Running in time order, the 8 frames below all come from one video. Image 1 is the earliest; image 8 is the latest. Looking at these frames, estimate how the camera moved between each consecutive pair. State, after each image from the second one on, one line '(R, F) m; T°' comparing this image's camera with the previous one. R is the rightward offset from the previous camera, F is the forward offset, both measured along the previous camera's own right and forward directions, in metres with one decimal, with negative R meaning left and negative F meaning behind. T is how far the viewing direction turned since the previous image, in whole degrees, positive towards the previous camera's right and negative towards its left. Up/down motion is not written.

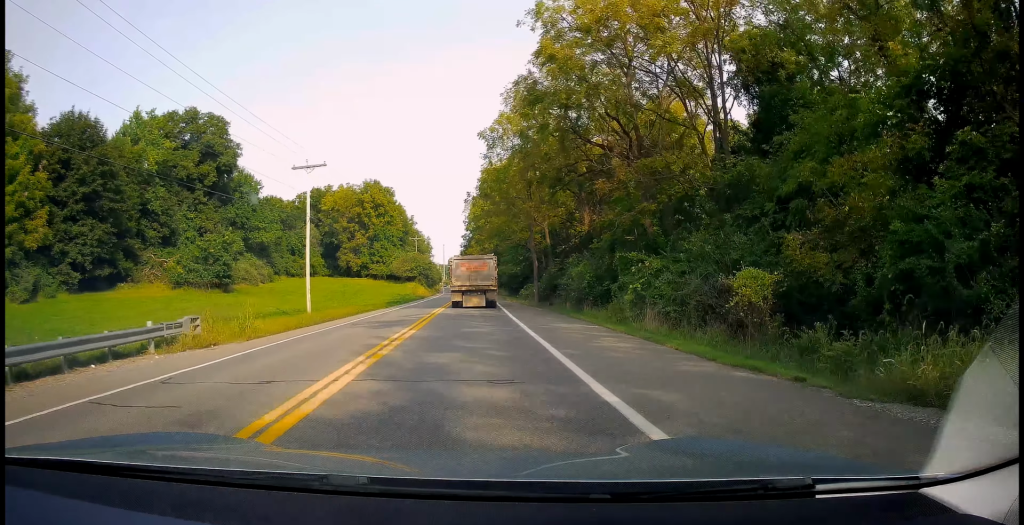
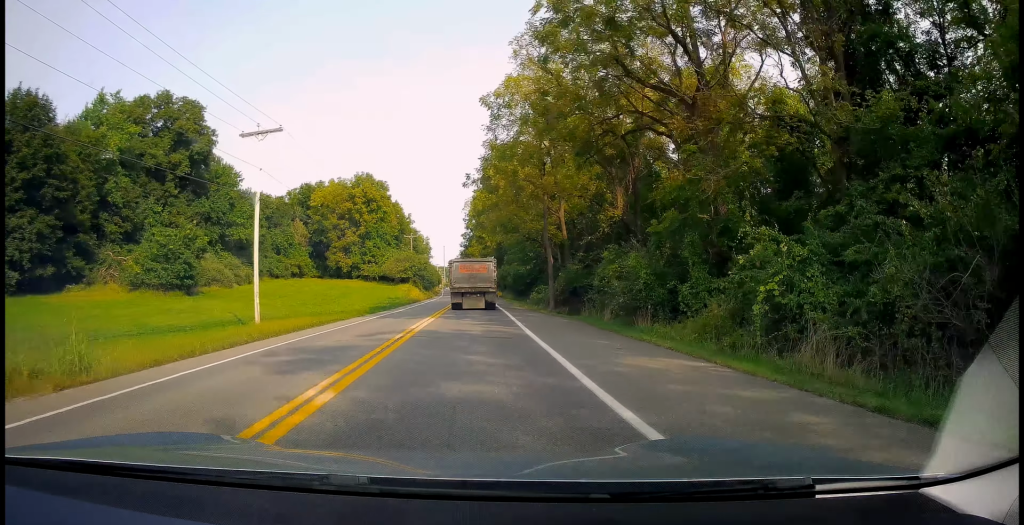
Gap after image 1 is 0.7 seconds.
(+0.1, +9.6) m; +1°
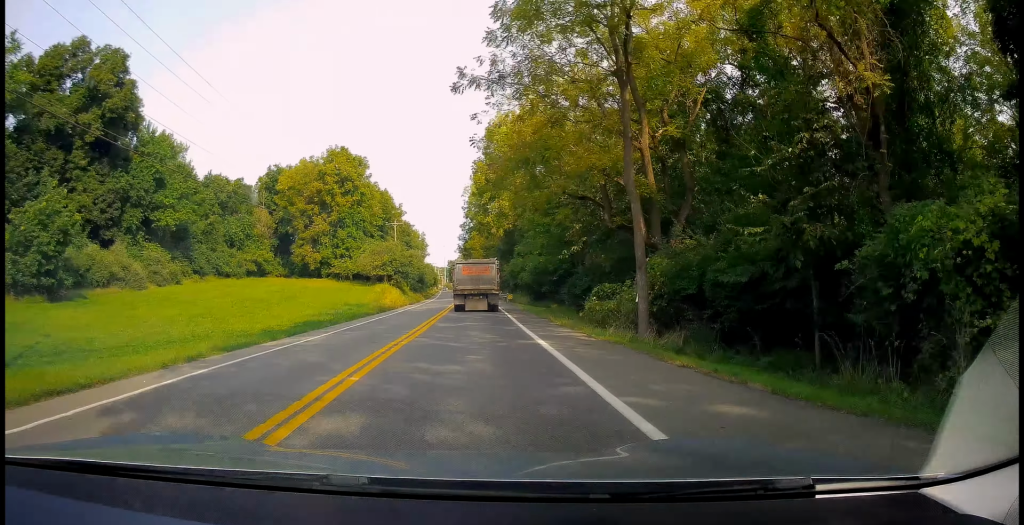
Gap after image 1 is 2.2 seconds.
(+0.3, +21.2) m; -1°
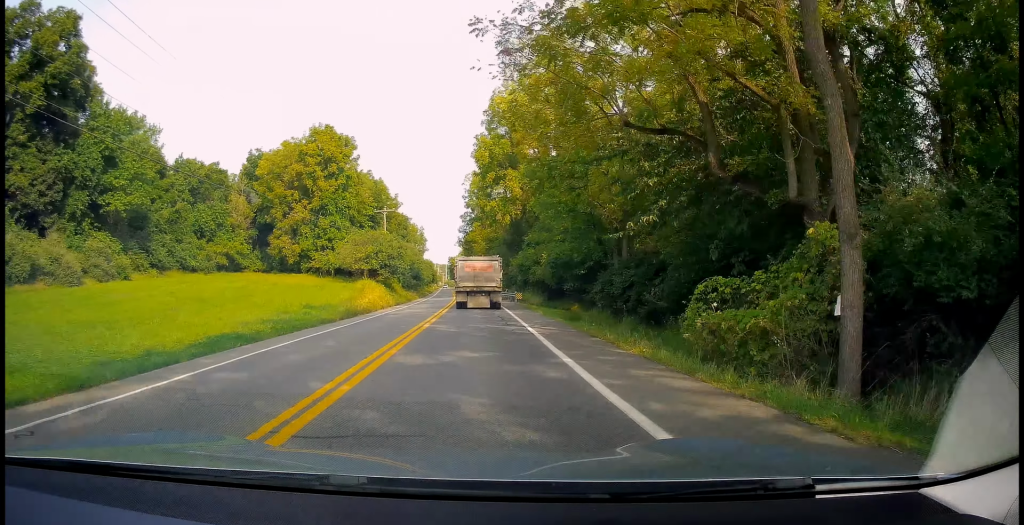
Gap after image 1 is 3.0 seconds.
(-0.2, +10.9) m; 0°
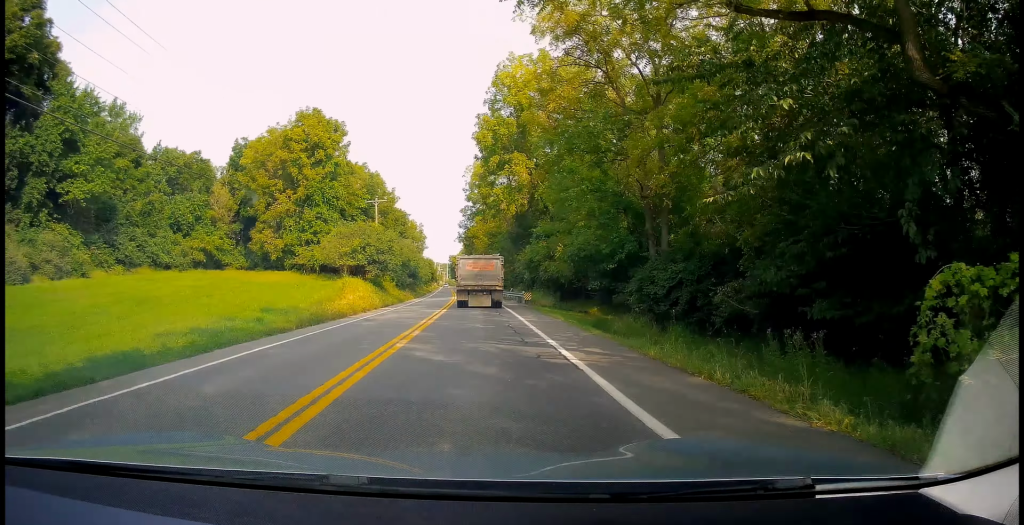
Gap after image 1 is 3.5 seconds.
(0.0, +6.9) m; 0°
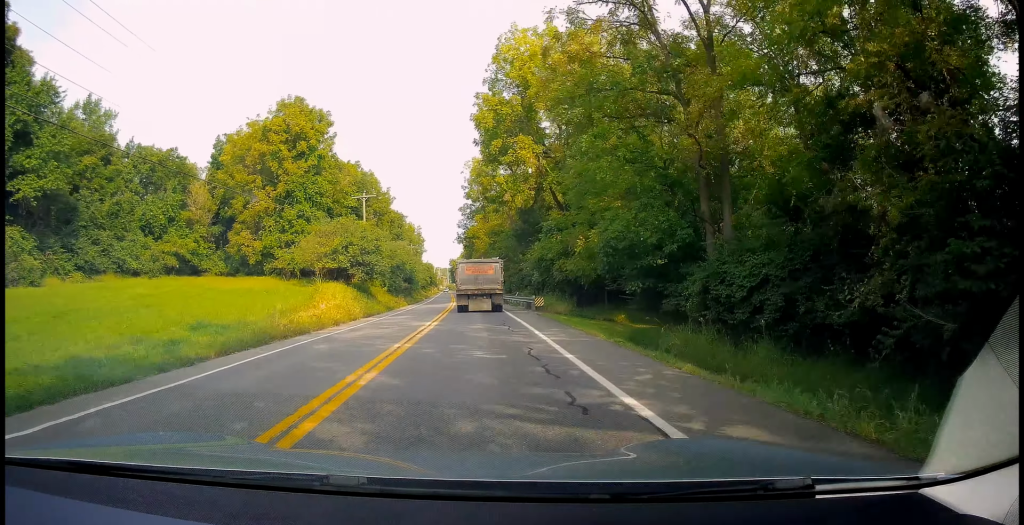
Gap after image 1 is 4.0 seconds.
(+0.1, +6.9) m; +1°
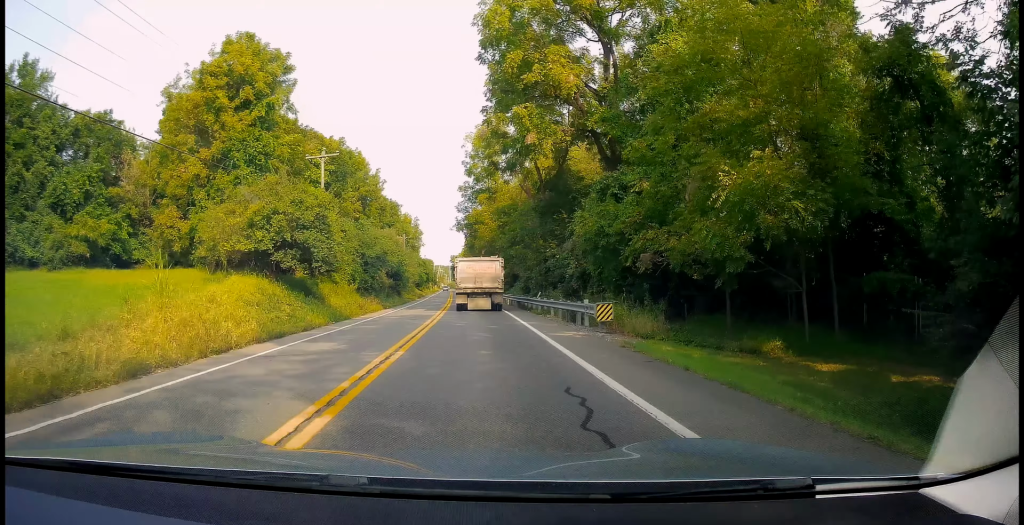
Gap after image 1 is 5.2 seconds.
(+0.2, +16.3) m; -2°
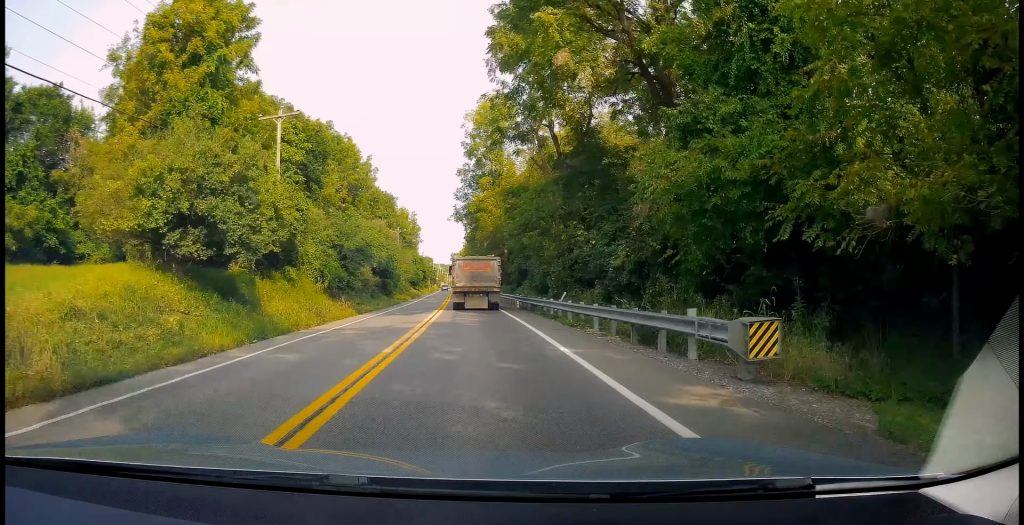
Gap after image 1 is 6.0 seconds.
(-0.4, +9.9) m; -1°
